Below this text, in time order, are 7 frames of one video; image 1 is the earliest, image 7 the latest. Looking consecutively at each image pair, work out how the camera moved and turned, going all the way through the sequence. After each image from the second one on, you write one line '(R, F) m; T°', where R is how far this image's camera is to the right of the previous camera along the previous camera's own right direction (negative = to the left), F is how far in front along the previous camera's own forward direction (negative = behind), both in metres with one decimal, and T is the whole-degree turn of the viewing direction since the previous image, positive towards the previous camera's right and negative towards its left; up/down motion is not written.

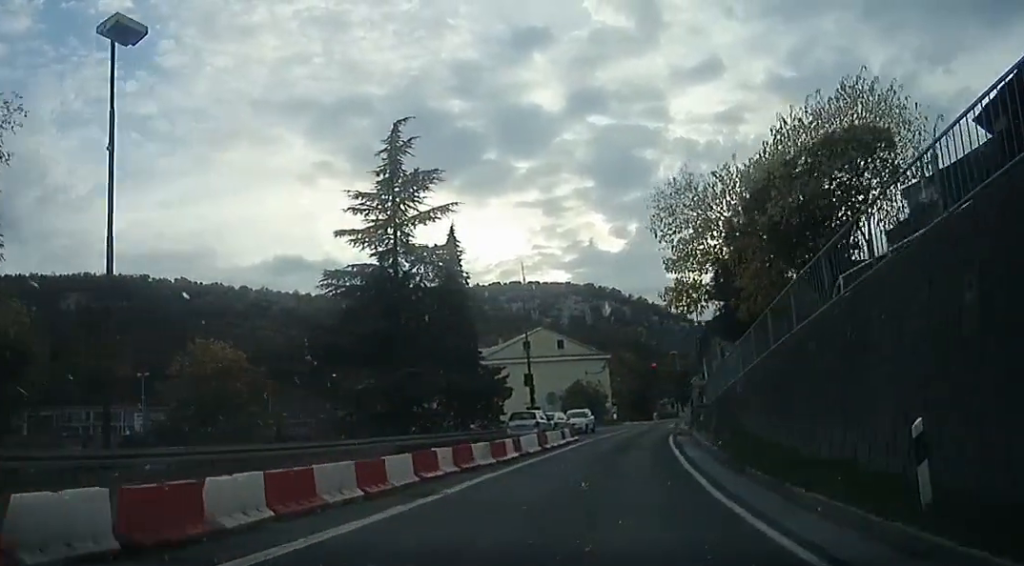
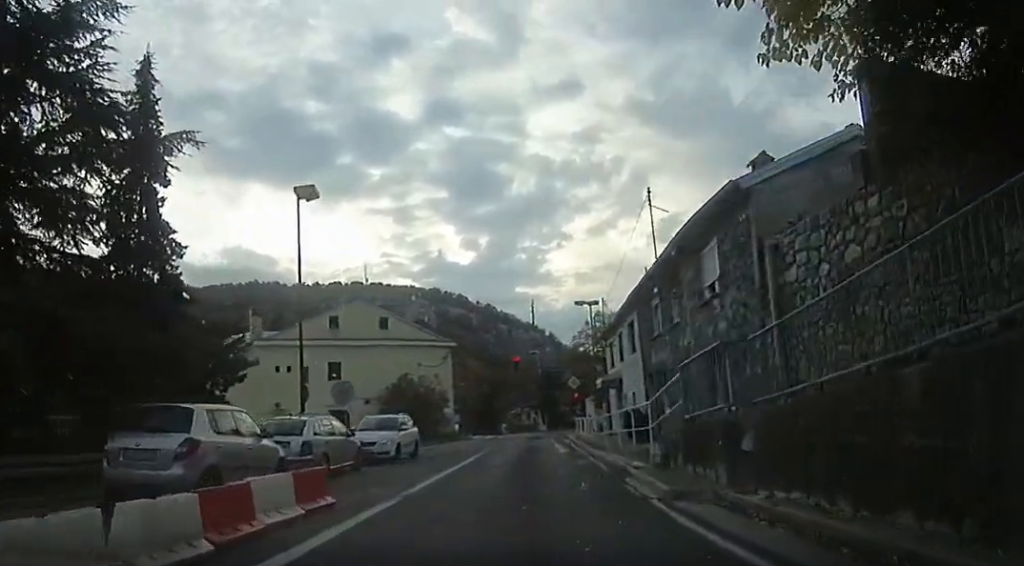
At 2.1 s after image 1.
(+4.0, +18.7) m; +15°
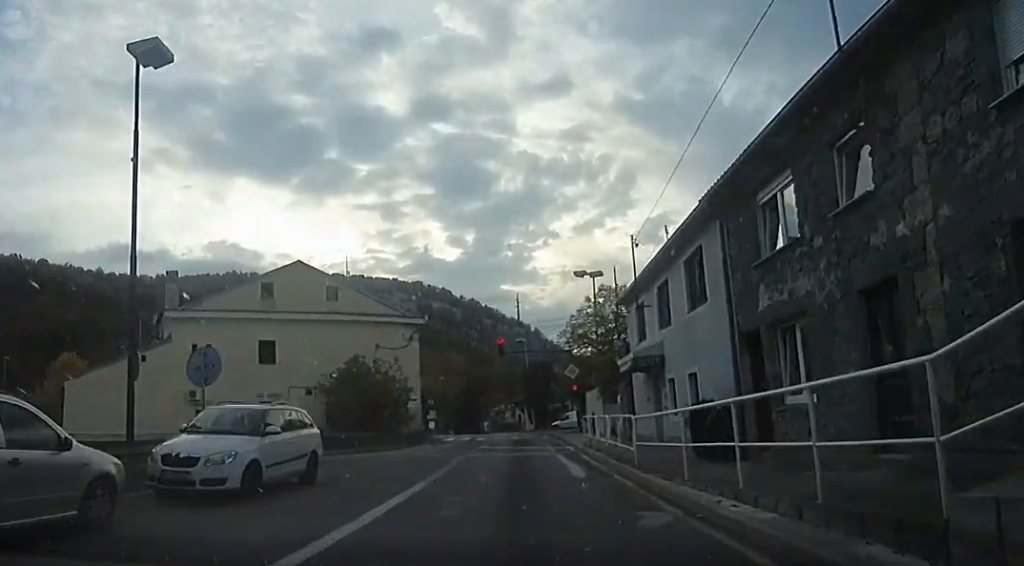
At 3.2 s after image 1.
(-1.1, +10.0) m; -2°
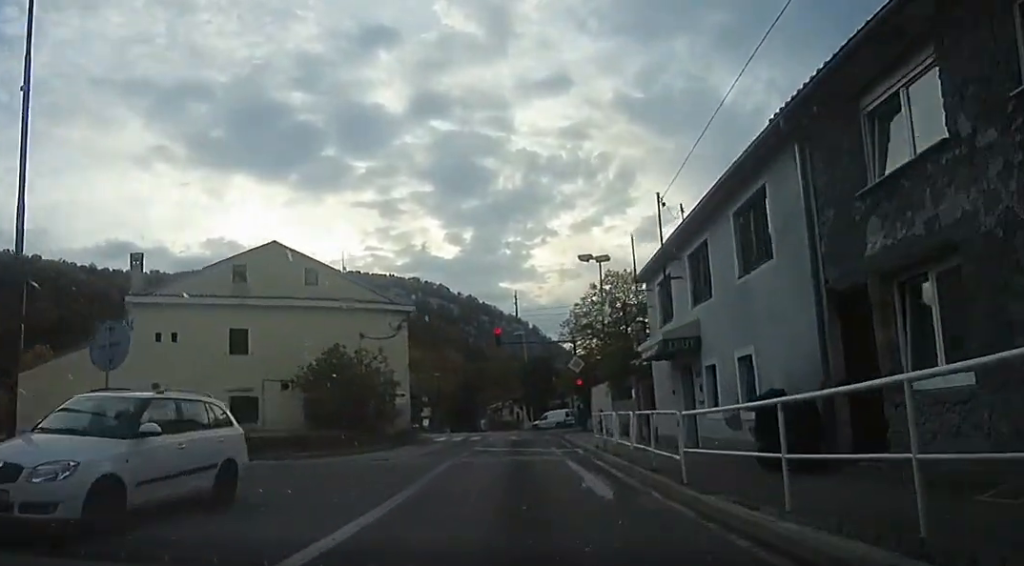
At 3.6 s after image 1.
(+0.2, +3.3) m; +2°
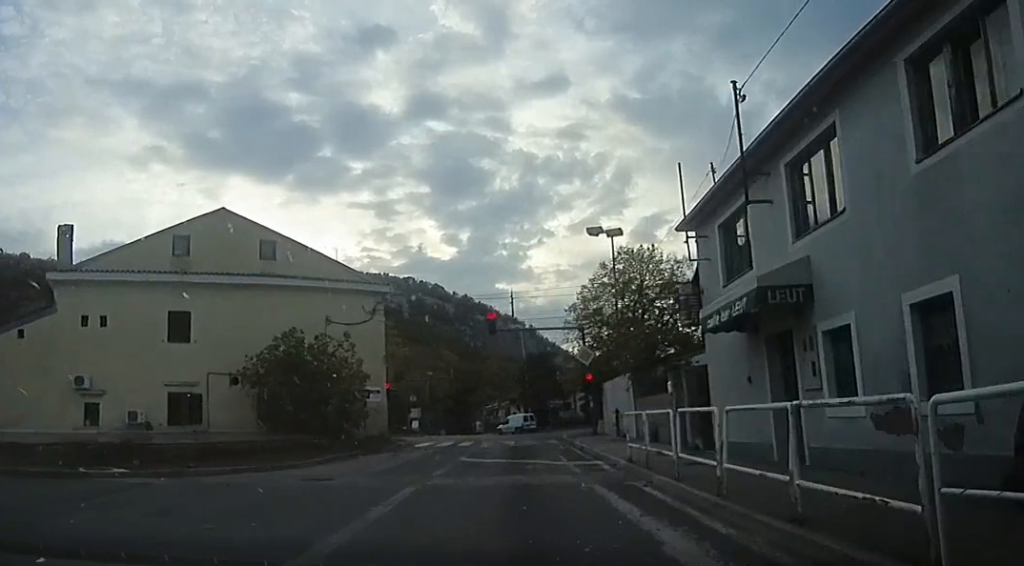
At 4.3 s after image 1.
(+0.2, +5.5) m; +5°
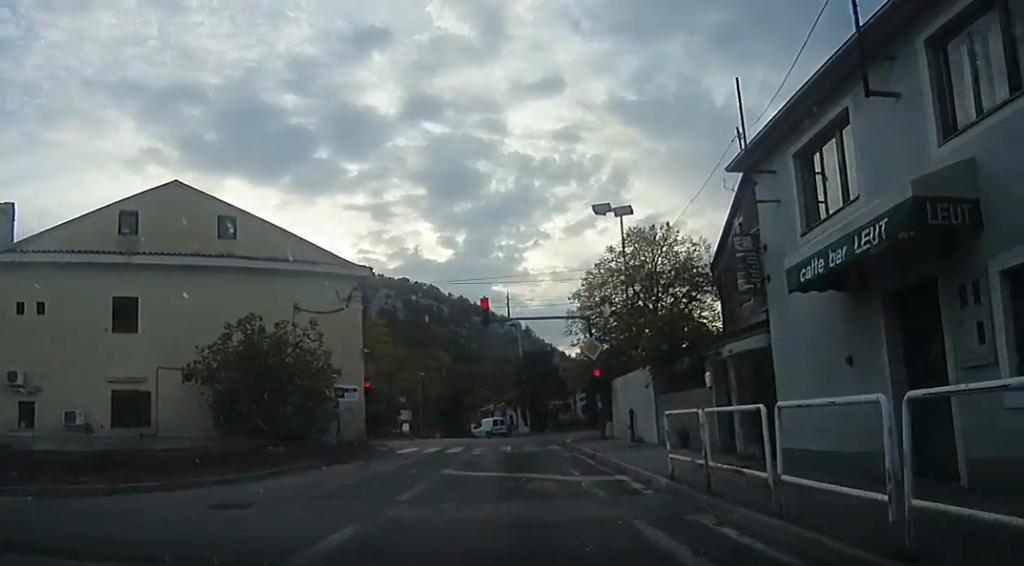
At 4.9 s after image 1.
(-0.2, +3.7) m; +5°
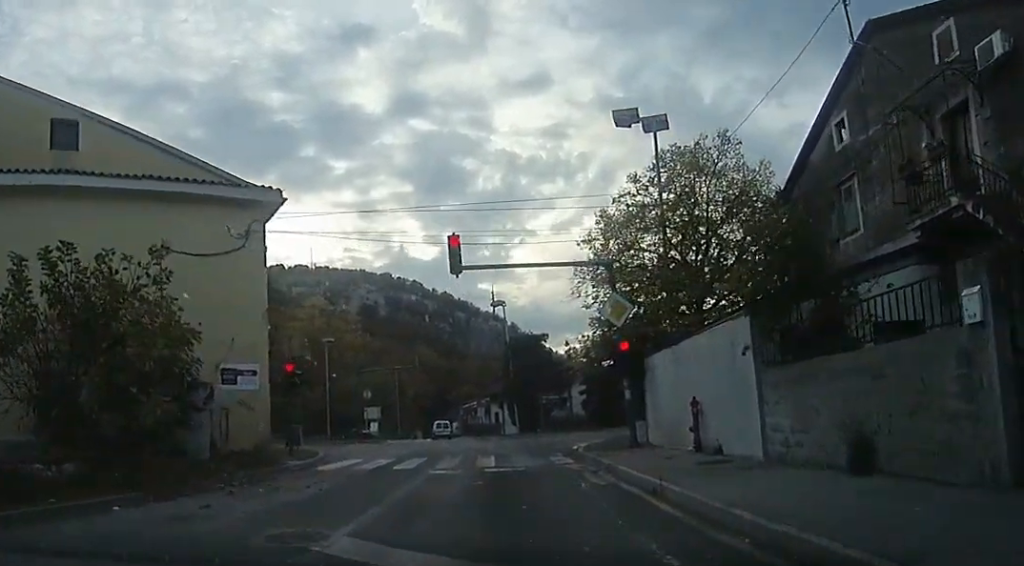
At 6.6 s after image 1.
(+0.2, +8.4) m; -4°
